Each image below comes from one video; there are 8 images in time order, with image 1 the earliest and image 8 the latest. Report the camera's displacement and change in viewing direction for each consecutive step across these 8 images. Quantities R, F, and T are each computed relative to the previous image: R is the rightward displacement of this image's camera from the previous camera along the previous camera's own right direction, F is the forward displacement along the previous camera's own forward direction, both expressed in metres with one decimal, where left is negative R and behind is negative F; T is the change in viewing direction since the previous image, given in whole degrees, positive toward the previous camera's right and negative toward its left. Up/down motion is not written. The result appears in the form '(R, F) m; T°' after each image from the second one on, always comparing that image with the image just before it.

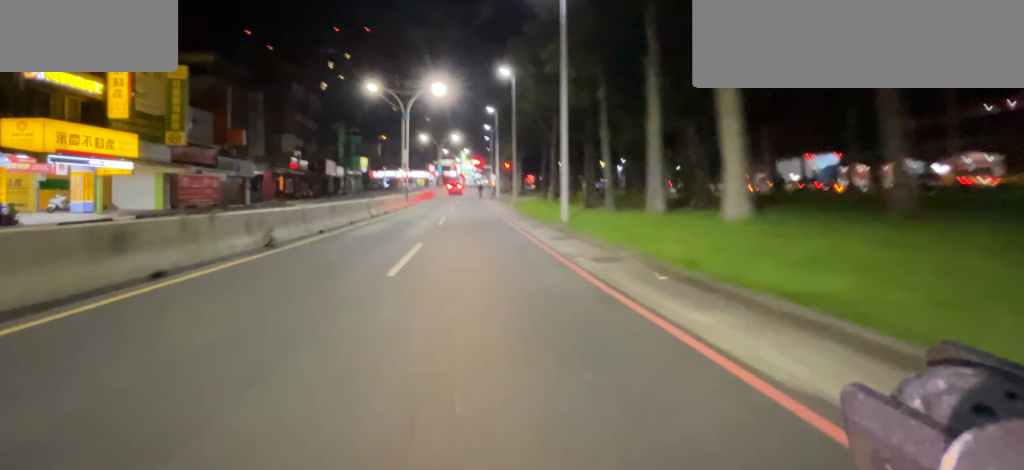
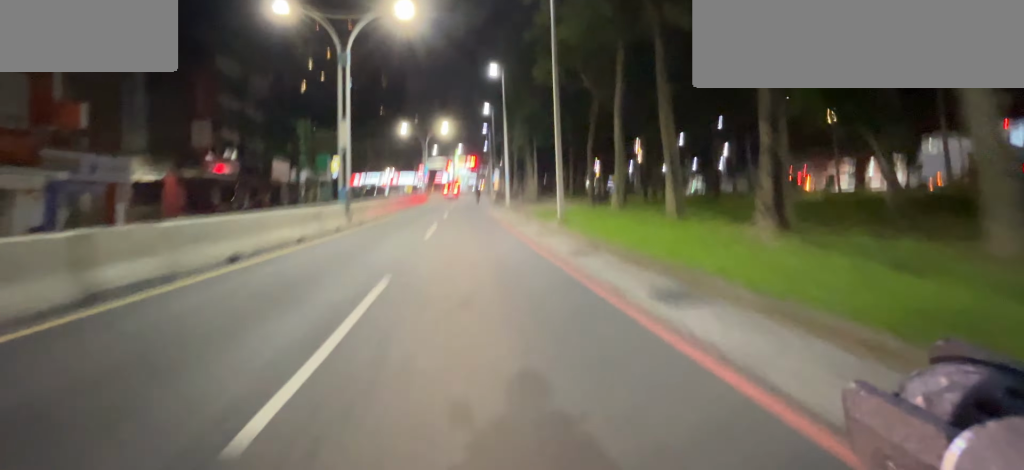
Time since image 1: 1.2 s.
(-0.3, +13.8) m; -3°
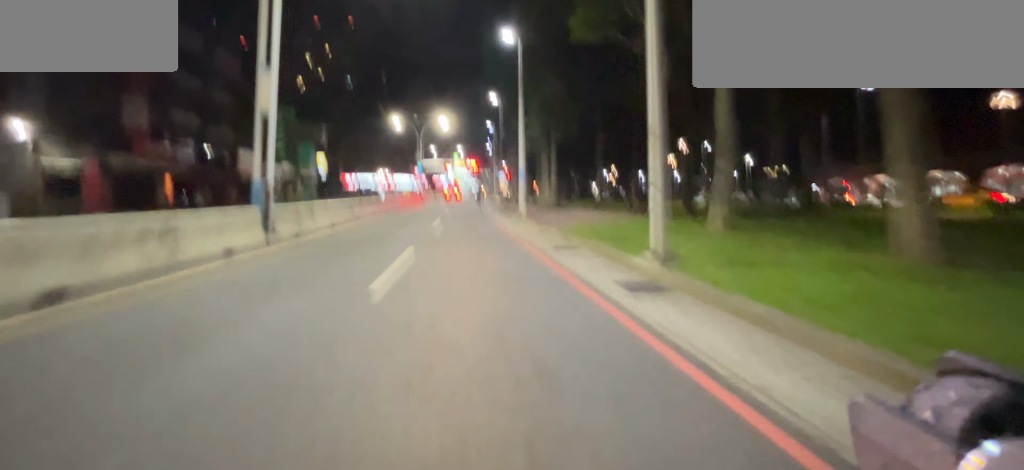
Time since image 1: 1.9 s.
(-0.4, +6.5) m; 0°
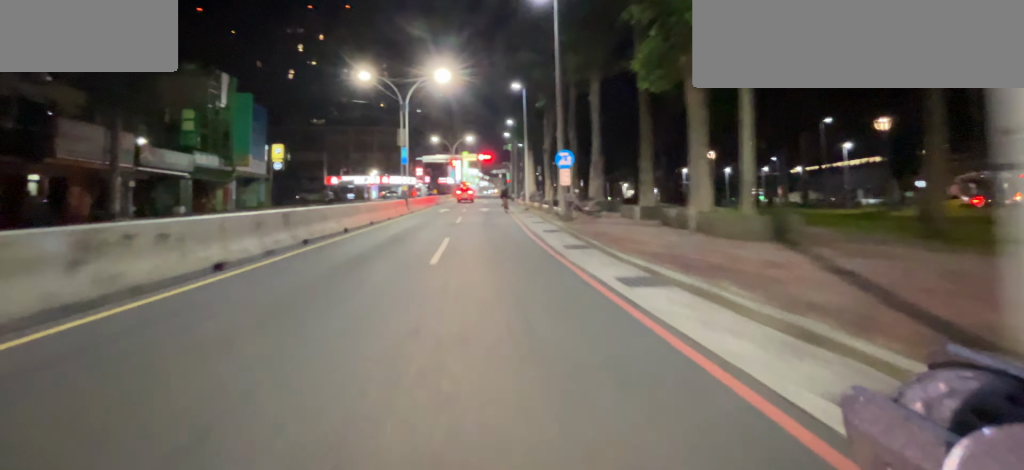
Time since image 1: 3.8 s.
(+1.1, +16.4) m; +3°
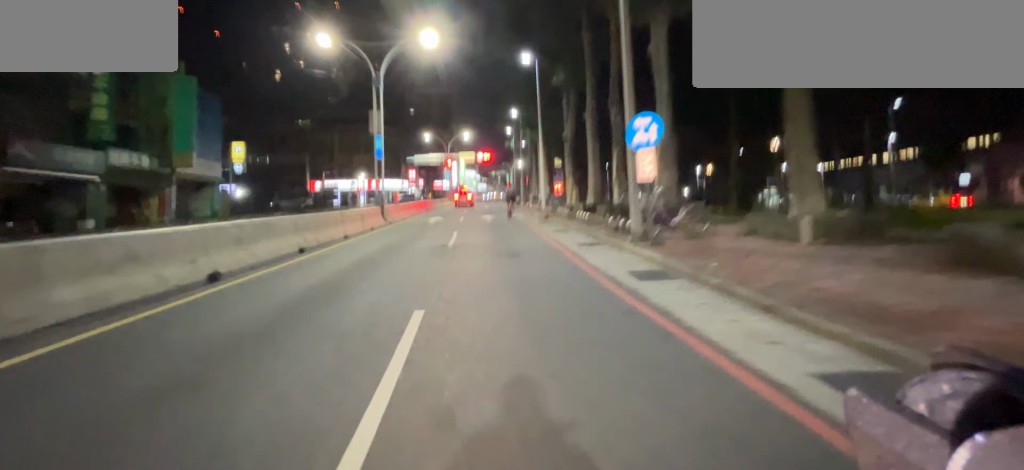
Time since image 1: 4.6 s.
(-0.1, +6.7) m; -1°
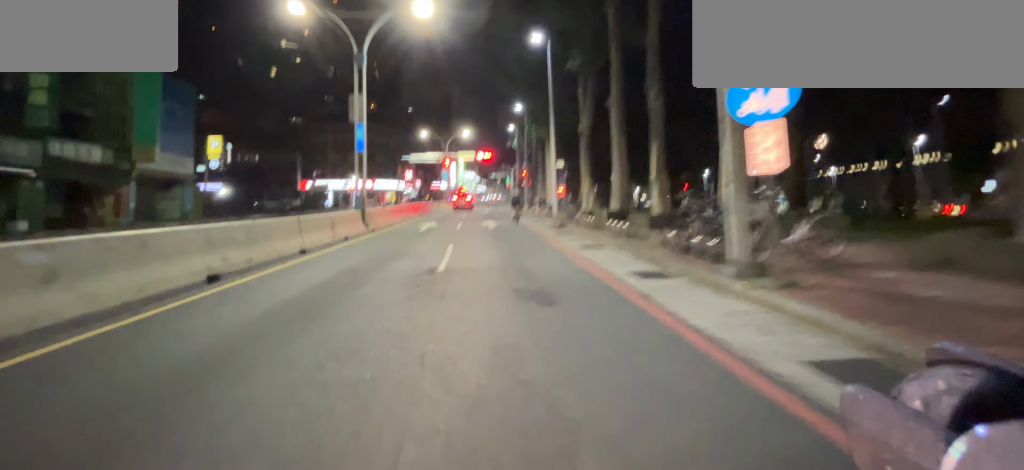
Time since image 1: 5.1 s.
(0.0, +3.2) m; 0°
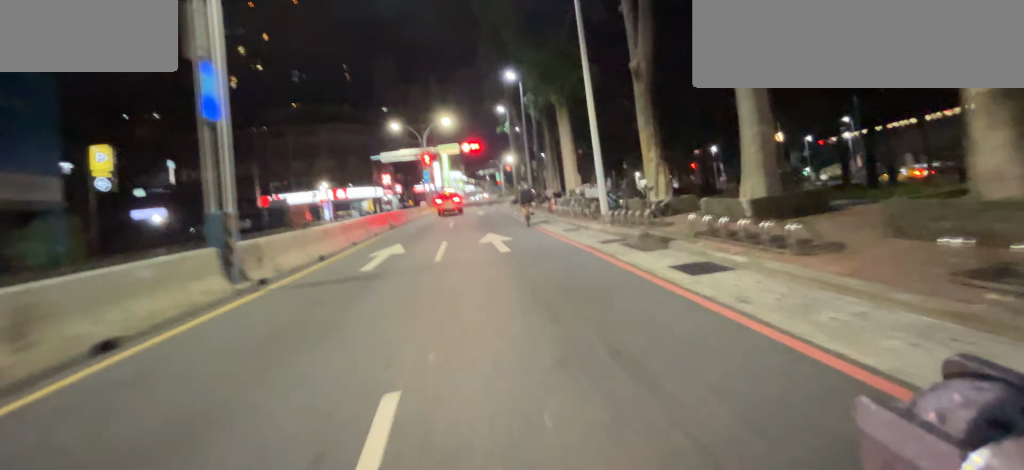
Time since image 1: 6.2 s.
(0.0, +8.1) m; 0°
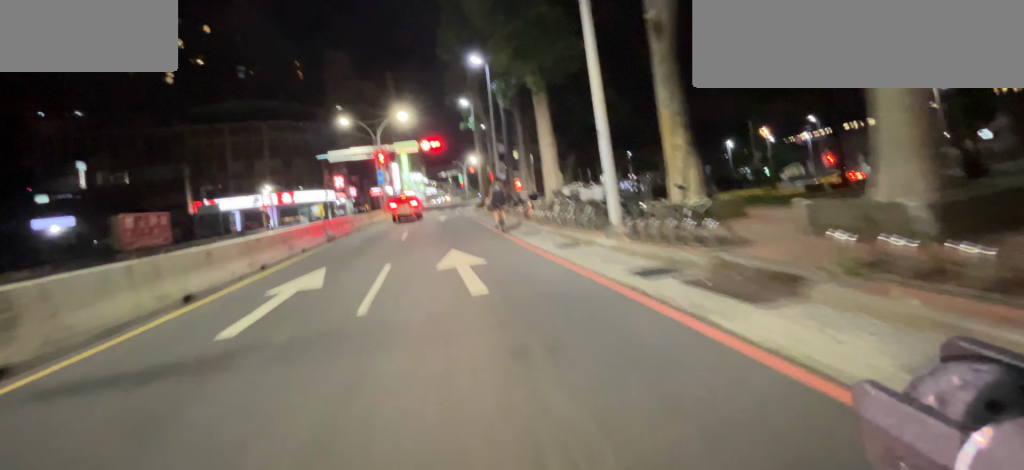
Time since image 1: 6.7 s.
(0.0, +3.5) m; 0°
